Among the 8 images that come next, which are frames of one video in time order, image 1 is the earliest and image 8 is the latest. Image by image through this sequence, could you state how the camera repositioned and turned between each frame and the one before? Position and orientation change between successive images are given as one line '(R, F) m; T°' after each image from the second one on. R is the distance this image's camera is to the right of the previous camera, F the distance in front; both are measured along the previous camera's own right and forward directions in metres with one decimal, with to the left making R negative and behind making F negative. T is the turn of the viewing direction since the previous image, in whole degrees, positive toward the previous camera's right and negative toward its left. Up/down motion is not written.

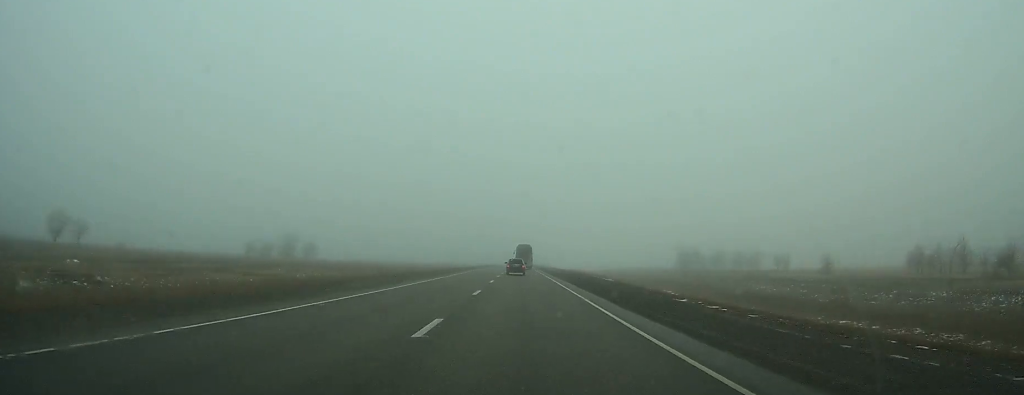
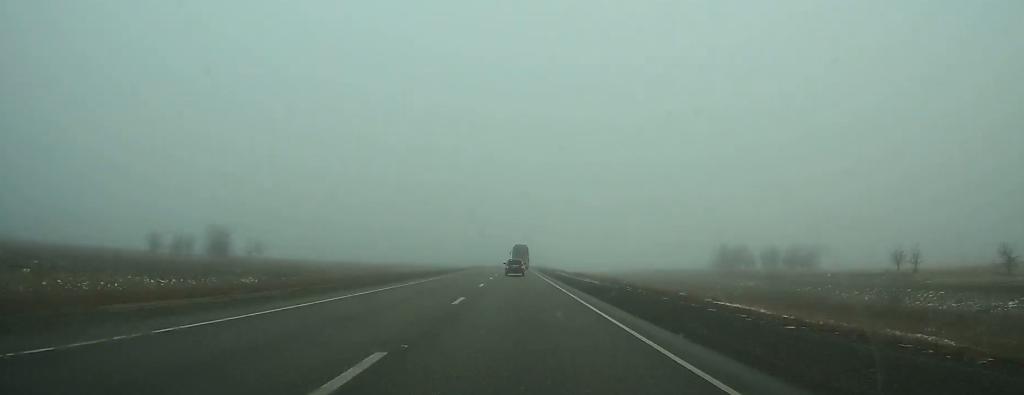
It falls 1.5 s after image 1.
(0.0, +40.9) m; 0°
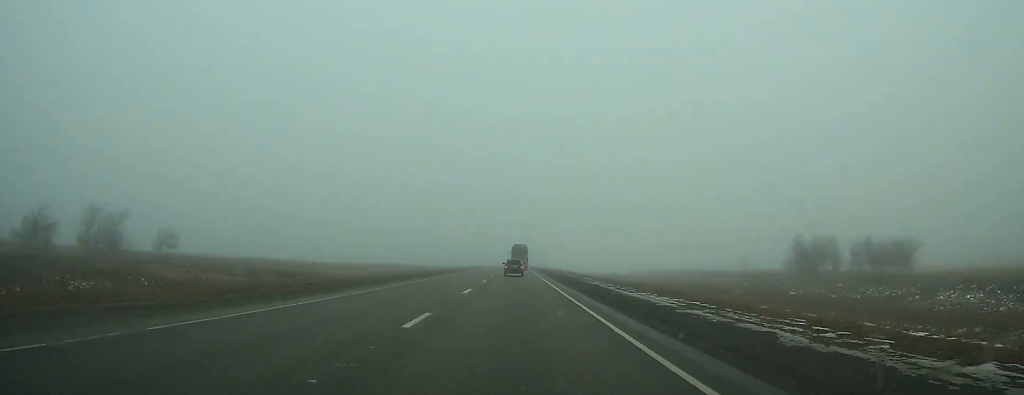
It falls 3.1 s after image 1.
(+0.1, +43.5) m; 0°
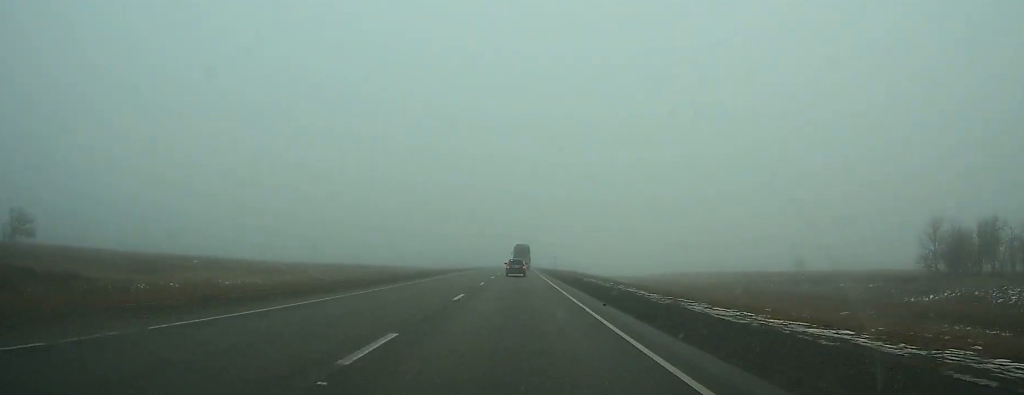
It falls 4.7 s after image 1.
(-0.2, +42.3) m; 0°
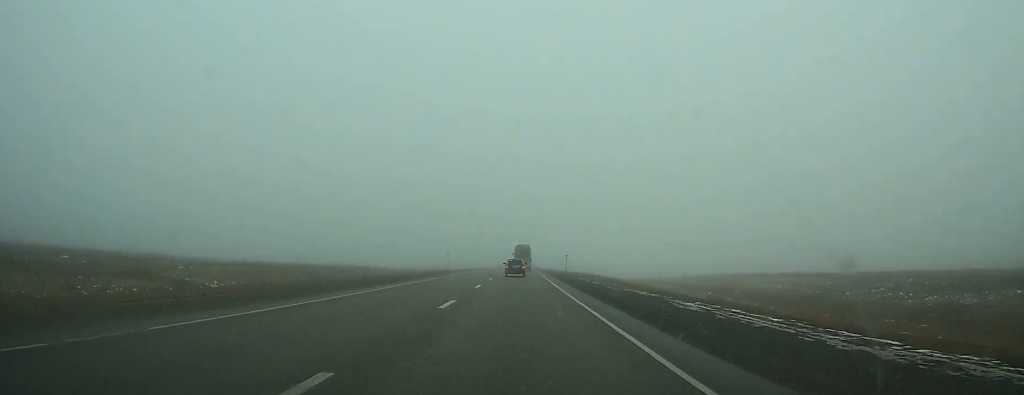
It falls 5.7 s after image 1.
(0.0, +29.1) m; 0°
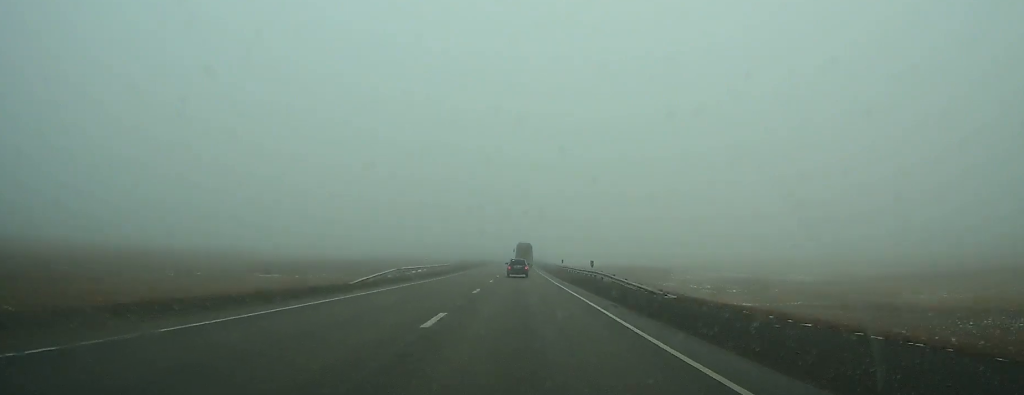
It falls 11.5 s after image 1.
(+0.5, +144.4) m; 0°
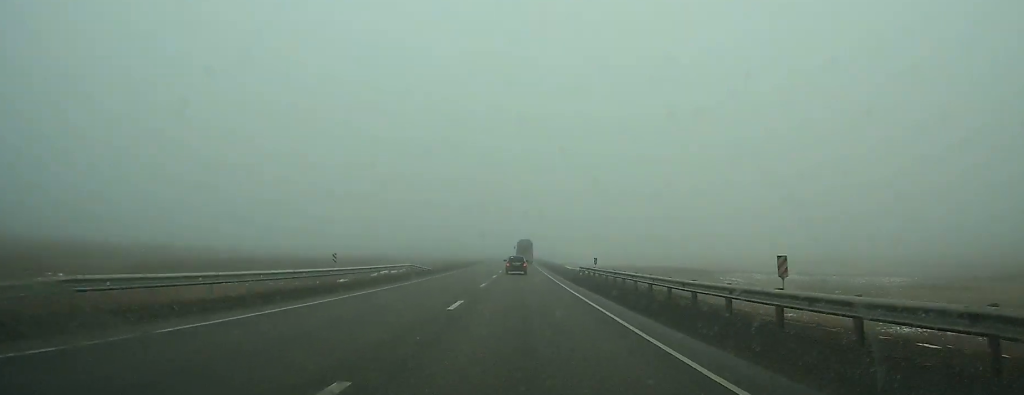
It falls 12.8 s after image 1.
(0.0, +30.9) m; 0°
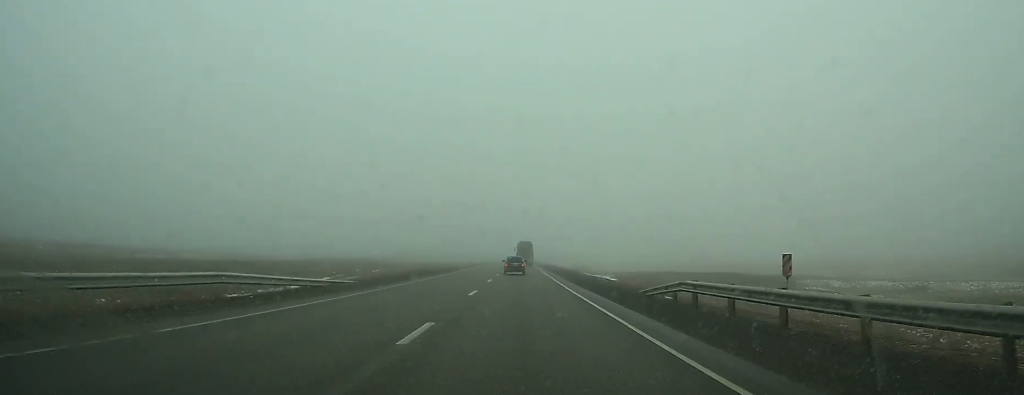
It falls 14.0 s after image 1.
(0.0, +29.6) m; 0°
